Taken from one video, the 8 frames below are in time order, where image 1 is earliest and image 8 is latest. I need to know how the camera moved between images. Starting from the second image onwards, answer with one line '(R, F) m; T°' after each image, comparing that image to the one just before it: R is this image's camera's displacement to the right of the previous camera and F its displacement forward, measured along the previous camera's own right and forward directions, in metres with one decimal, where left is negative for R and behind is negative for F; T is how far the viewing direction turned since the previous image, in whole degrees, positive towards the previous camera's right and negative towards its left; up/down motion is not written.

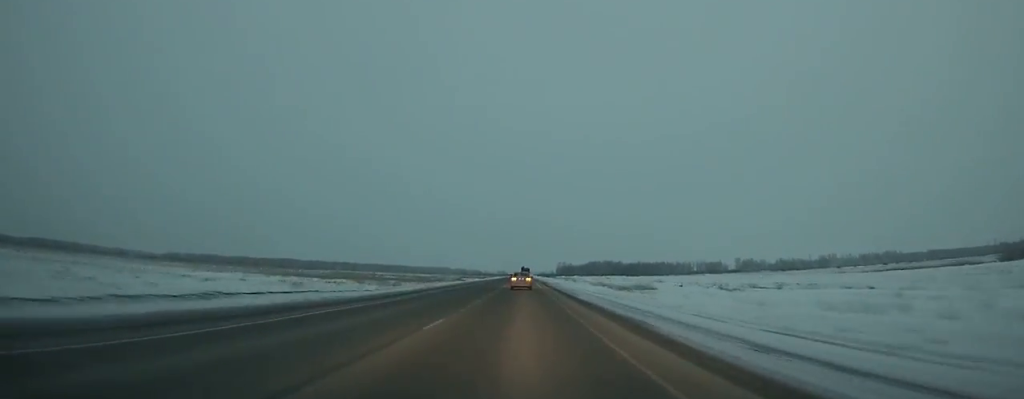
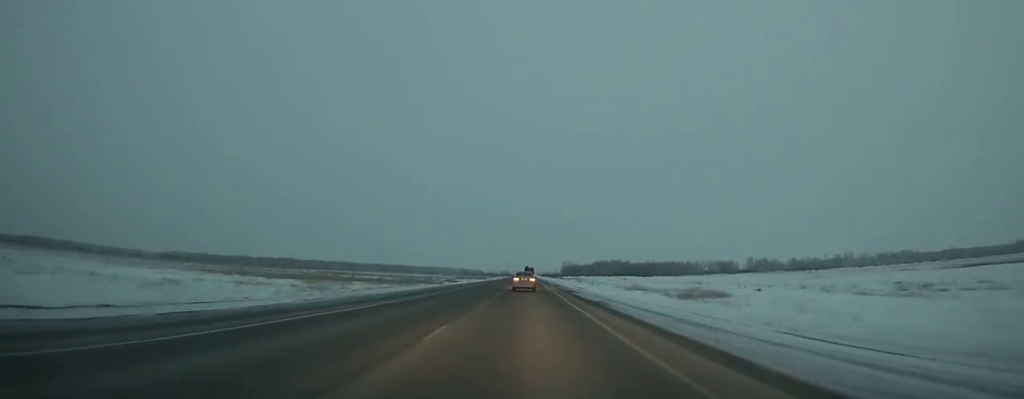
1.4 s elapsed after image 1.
(0.0, +35.7) m; 0°
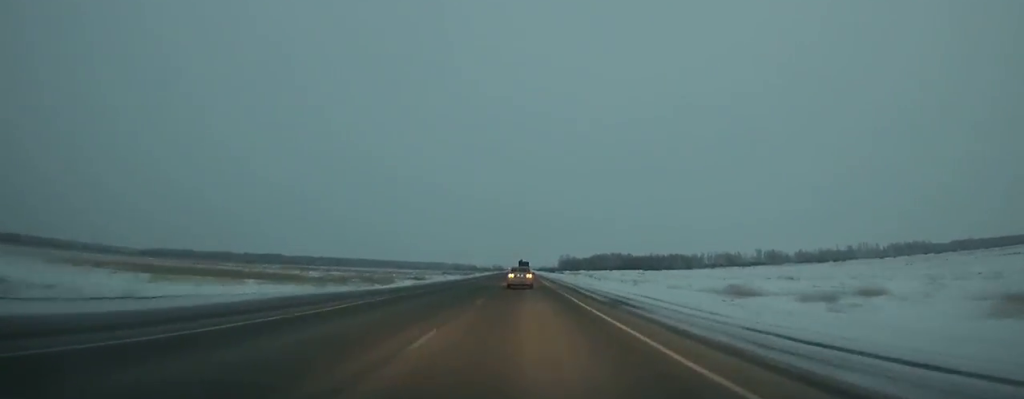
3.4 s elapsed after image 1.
(+0.1, +49.7) m; 0°
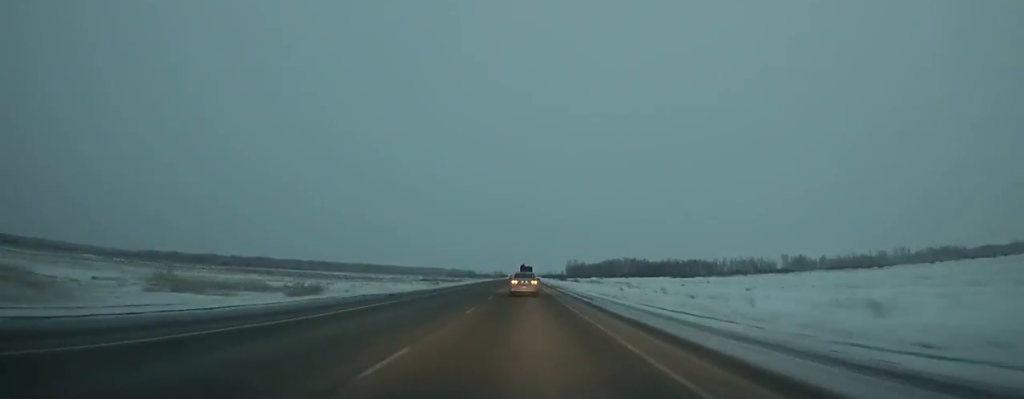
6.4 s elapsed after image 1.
(-0.1, +72.9) m; 0°
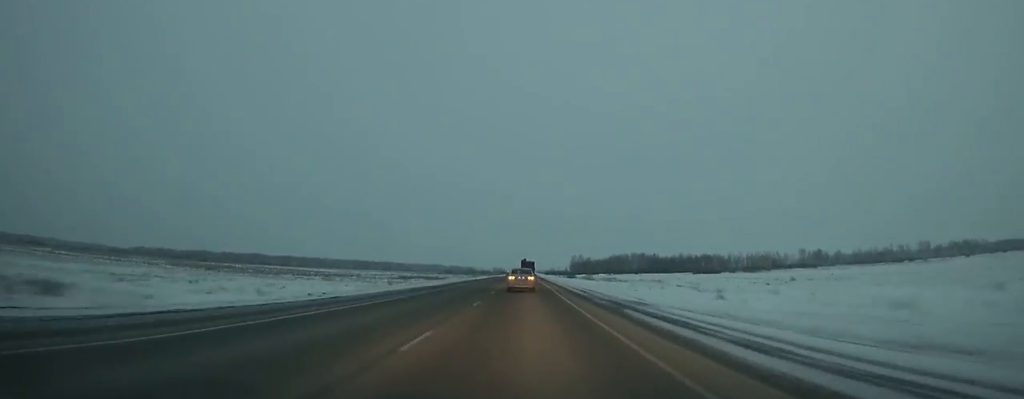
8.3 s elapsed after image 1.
(0.0, +45.7) m; 0°
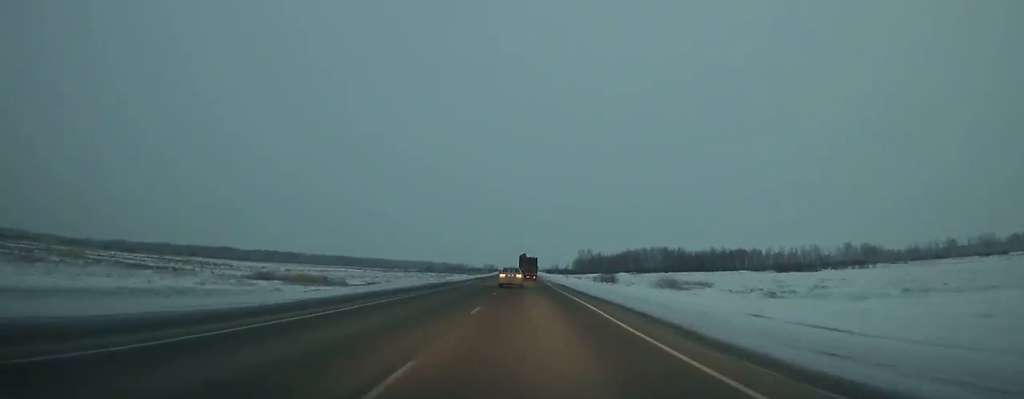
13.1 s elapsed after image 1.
(-0.2, +115.5) m; -1°
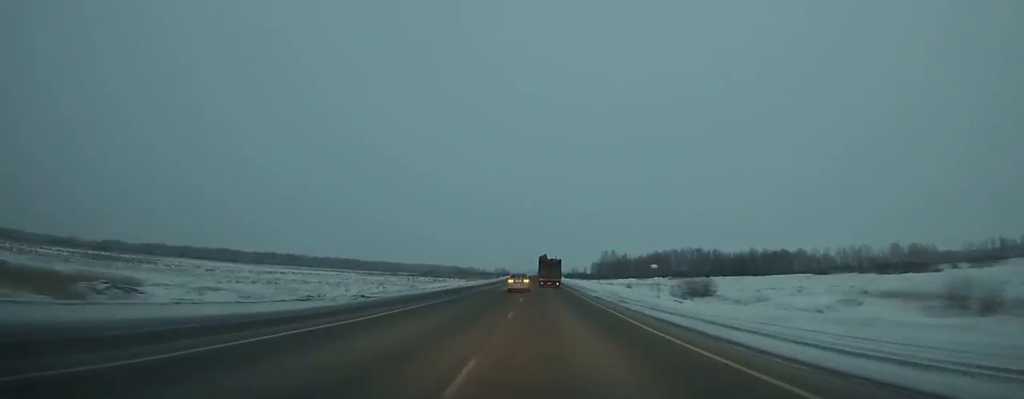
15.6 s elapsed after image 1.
(-0.7, +61.5) m; 0°
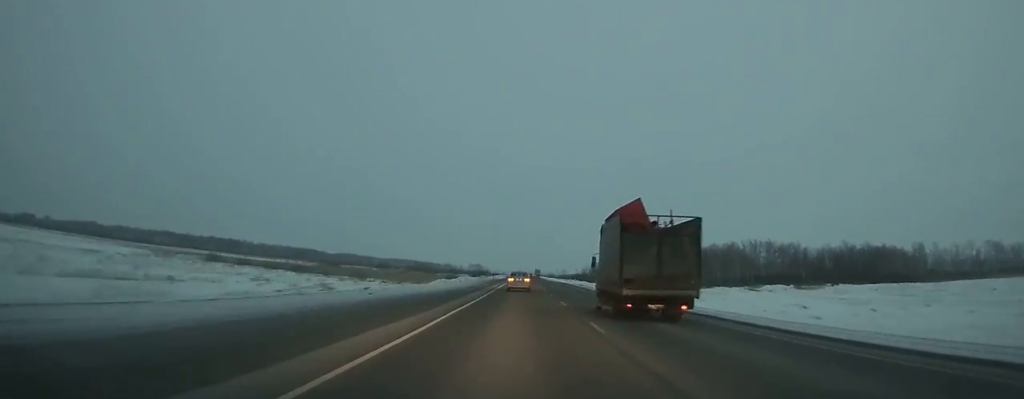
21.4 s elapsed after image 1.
(+1.7, +148.3) m; +1°
